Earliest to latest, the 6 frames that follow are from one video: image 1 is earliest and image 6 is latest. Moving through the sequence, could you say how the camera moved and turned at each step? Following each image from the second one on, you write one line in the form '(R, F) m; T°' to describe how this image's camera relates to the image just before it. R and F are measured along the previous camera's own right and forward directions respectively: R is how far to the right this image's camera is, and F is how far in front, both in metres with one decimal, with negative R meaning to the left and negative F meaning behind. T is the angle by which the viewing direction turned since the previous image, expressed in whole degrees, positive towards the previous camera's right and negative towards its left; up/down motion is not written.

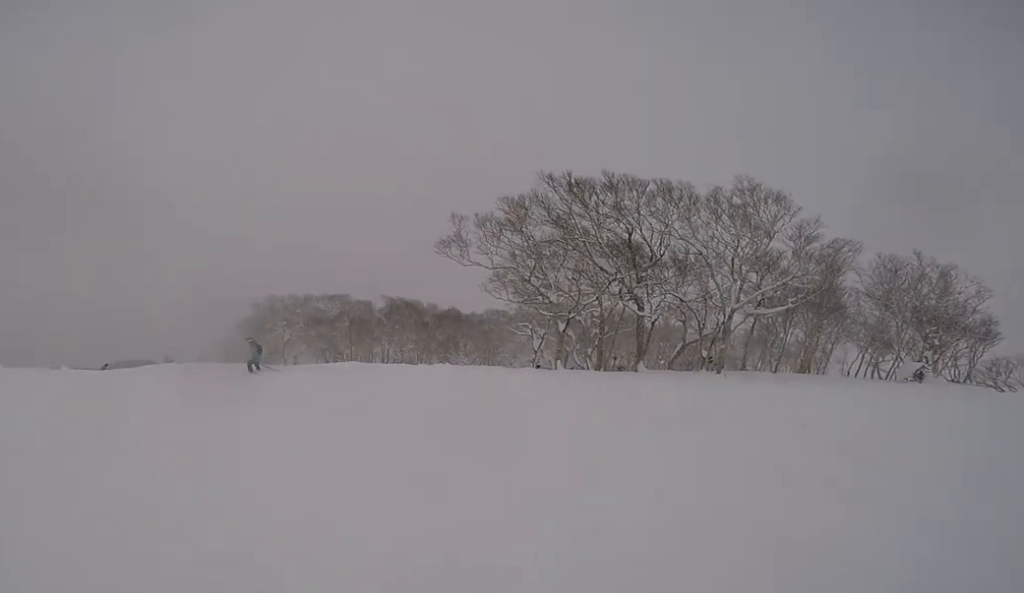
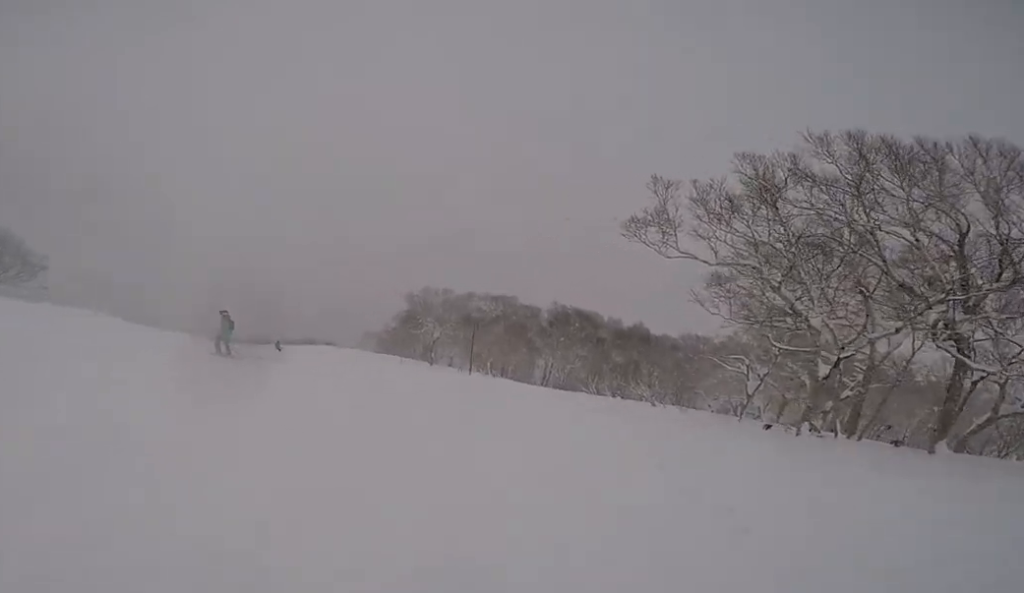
(-0.7, +5.2) m; -6°
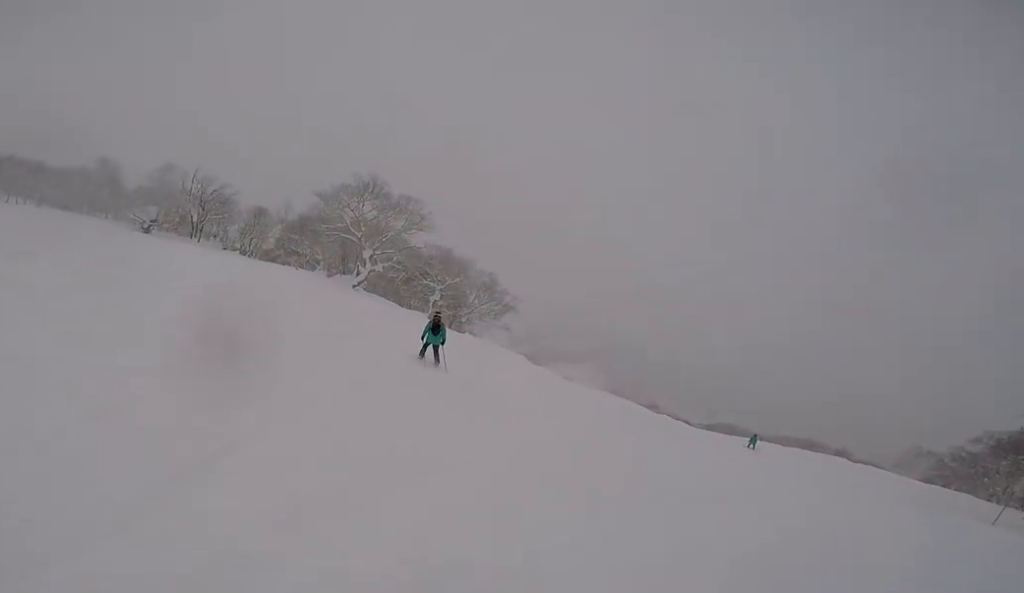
(-2.0, +8.0) m; -42°
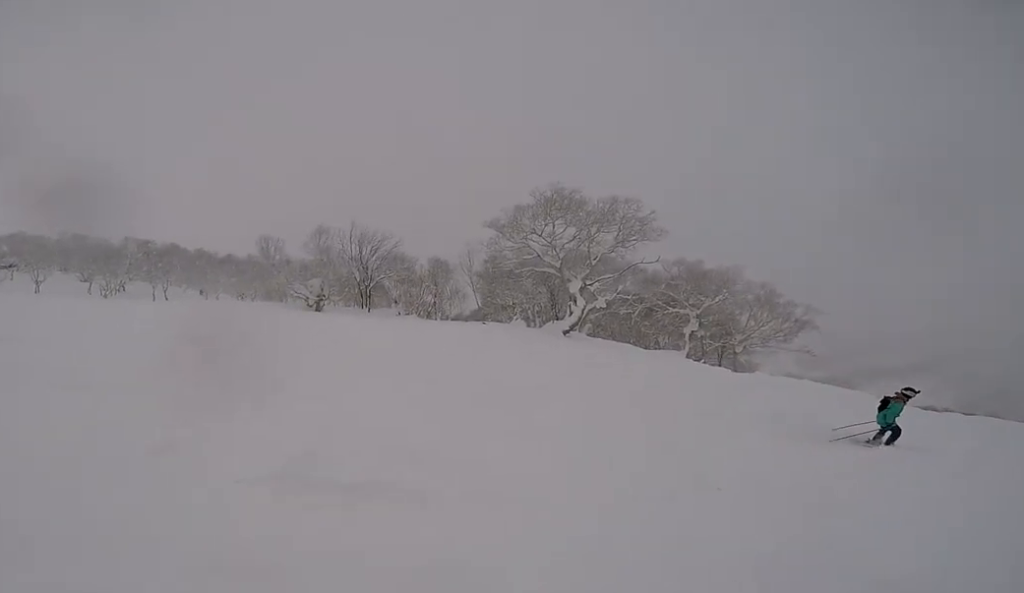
(-1.9, +6.5) m; -23°
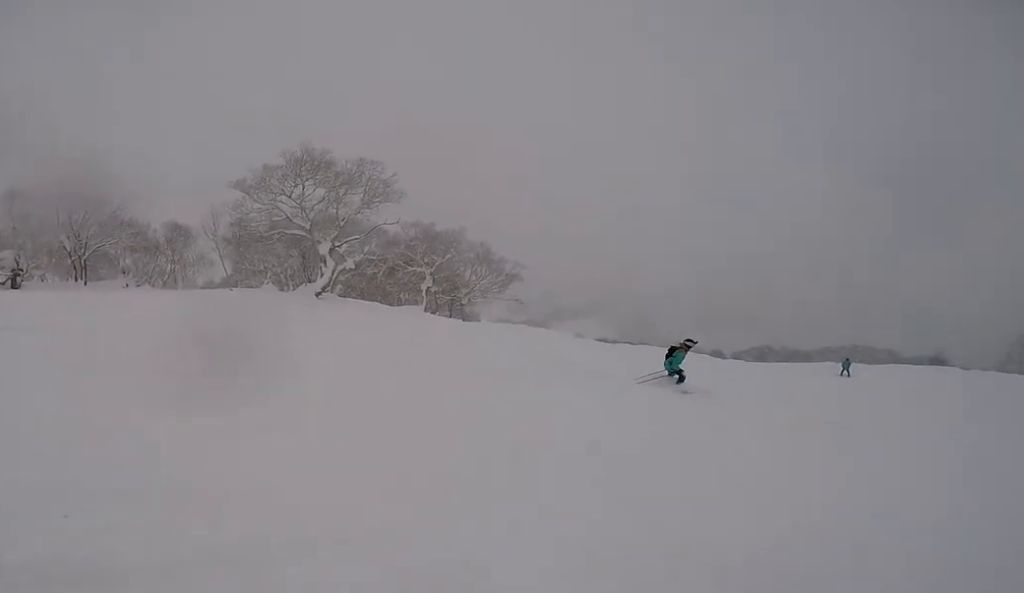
(0.0, +1.4) m; +1°
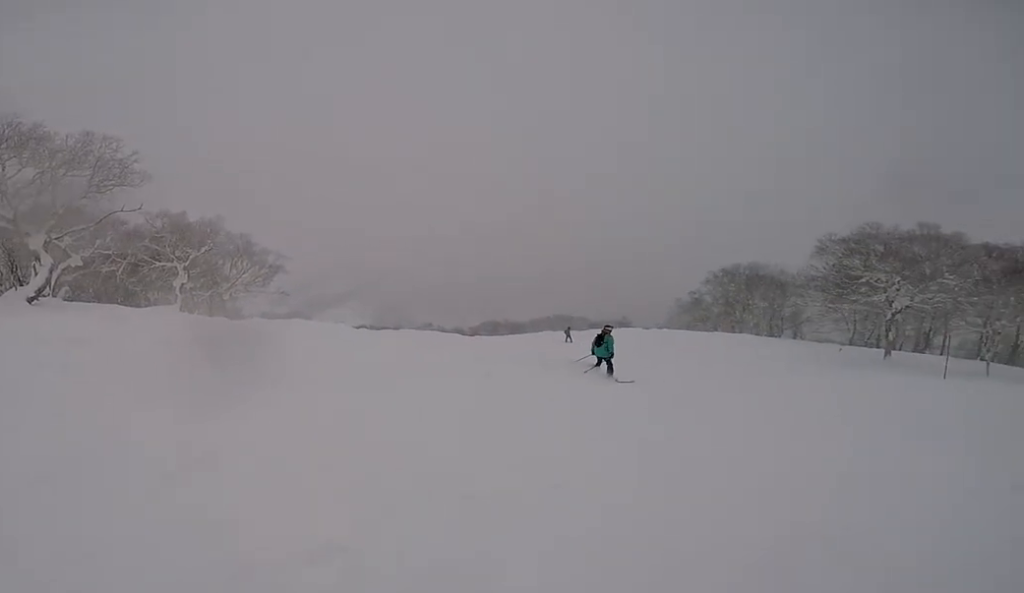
(0.0, +2.9) m; +10°
